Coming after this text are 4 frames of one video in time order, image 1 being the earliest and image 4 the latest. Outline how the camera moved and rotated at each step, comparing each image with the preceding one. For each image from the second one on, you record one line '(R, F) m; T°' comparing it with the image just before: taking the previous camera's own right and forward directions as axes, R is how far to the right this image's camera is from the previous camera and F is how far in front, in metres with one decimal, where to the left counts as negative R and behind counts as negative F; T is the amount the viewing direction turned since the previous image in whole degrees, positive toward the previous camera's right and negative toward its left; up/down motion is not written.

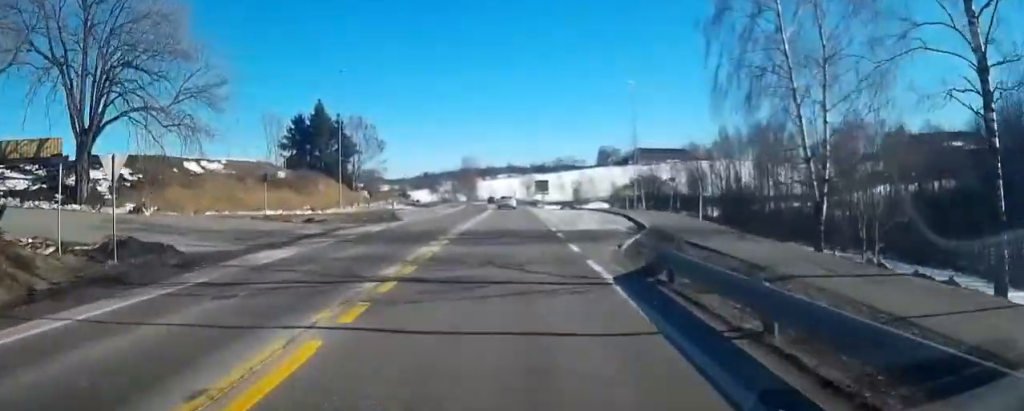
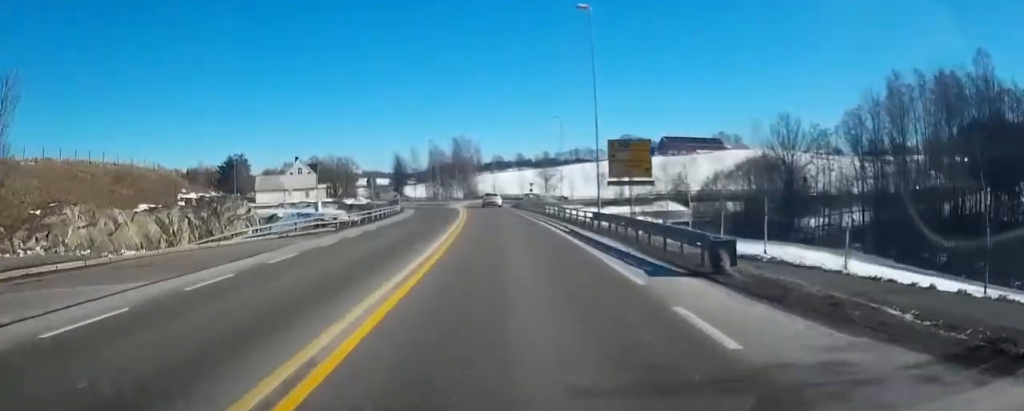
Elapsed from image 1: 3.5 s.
(+0.4, +64.5) m; -1°
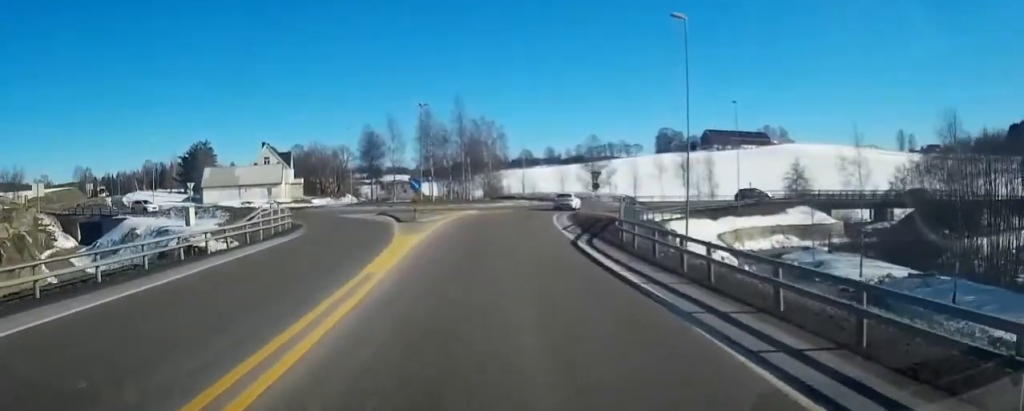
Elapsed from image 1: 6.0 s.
(-0.5, +42.3) m; -1°
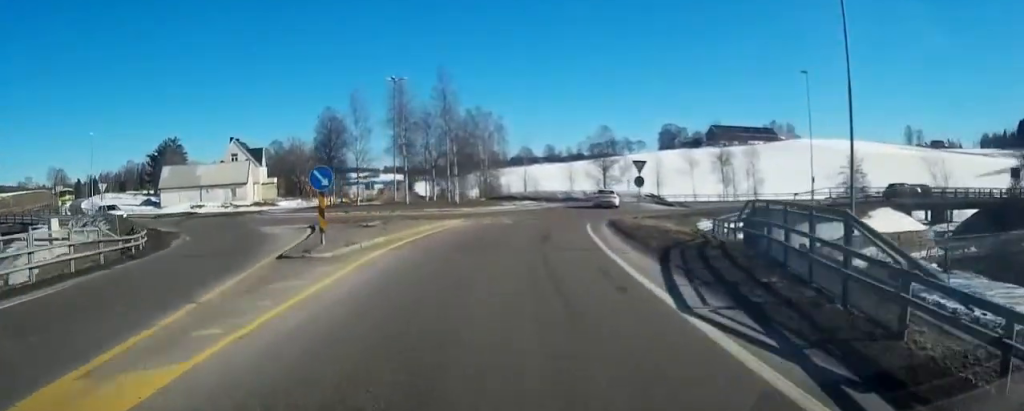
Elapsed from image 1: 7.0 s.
(0.0, +15.8) m; +1°
